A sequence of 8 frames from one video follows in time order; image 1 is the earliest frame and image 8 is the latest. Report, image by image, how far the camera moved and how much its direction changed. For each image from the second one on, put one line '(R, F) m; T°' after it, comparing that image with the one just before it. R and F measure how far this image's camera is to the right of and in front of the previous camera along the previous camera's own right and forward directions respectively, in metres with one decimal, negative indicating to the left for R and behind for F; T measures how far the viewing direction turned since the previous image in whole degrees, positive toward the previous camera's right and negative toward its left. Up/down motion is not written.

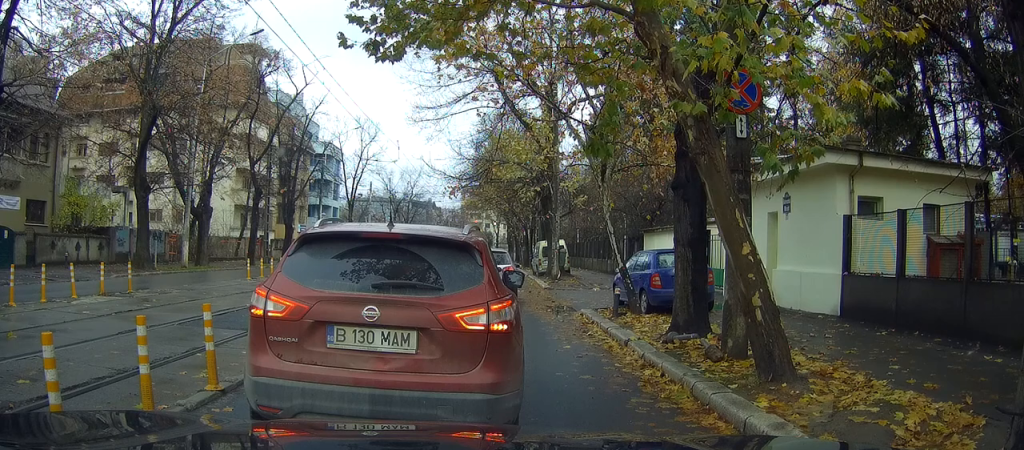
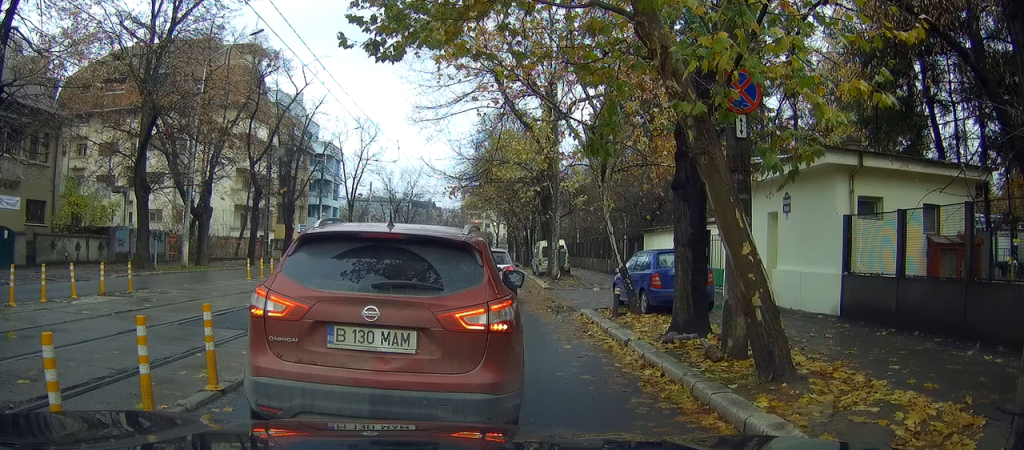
(0.0, 0.0) m; 0°
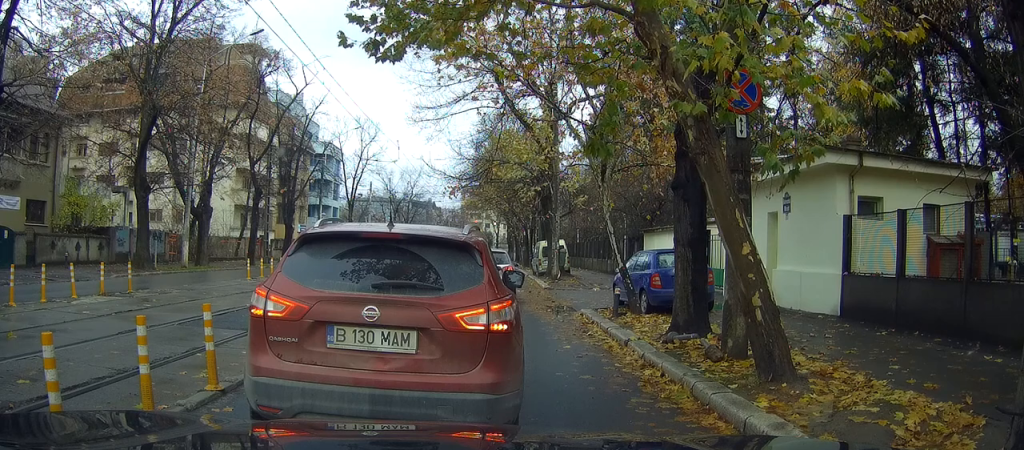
(0.0, 0.0) m; 0°
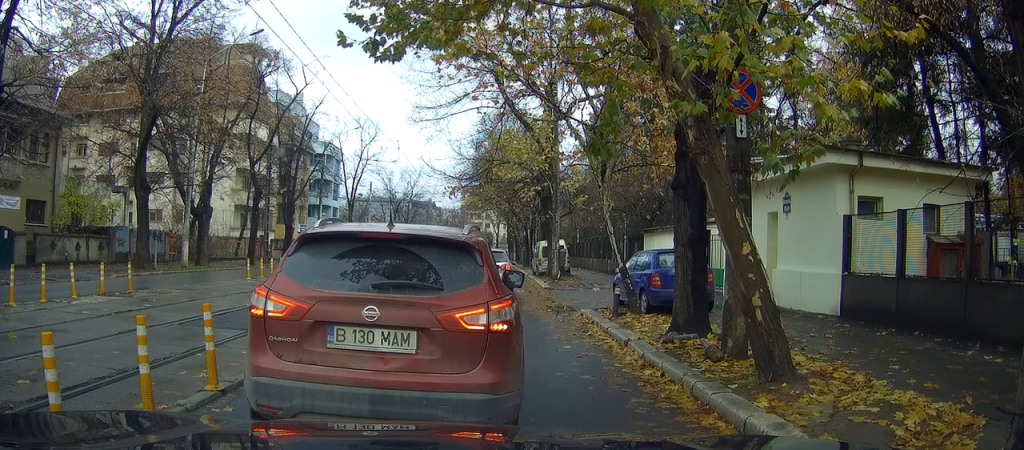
(0.0, 0.0) m; 0°
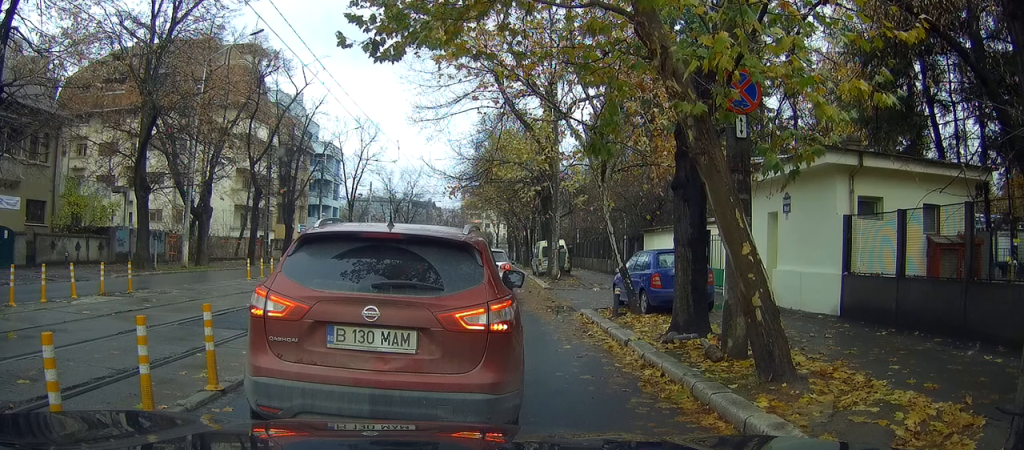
(0.0, 0.0) m; 0°
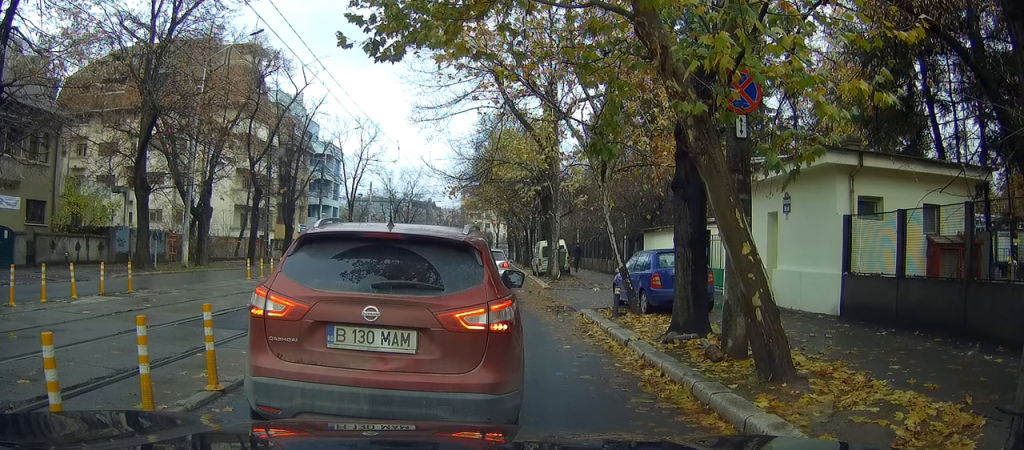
(0.0, 0.0) m; 0°
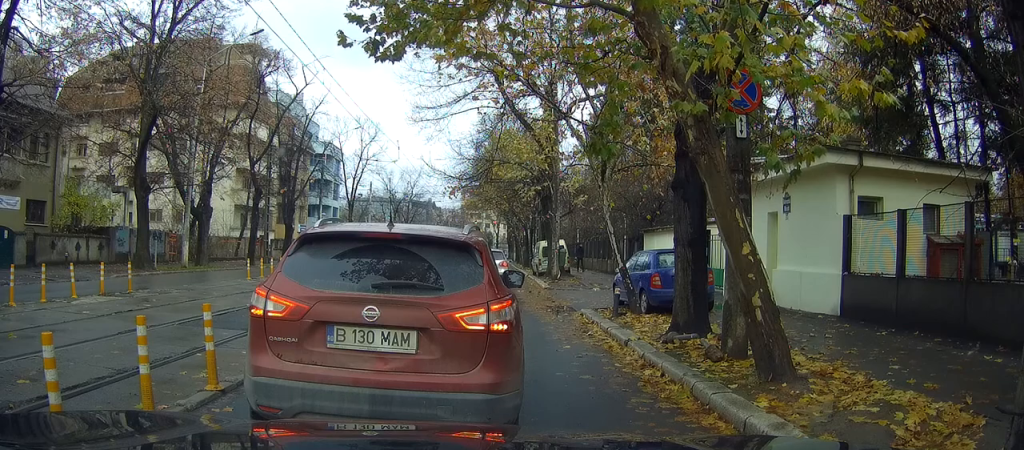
(0.0, 0.0) m; 0°
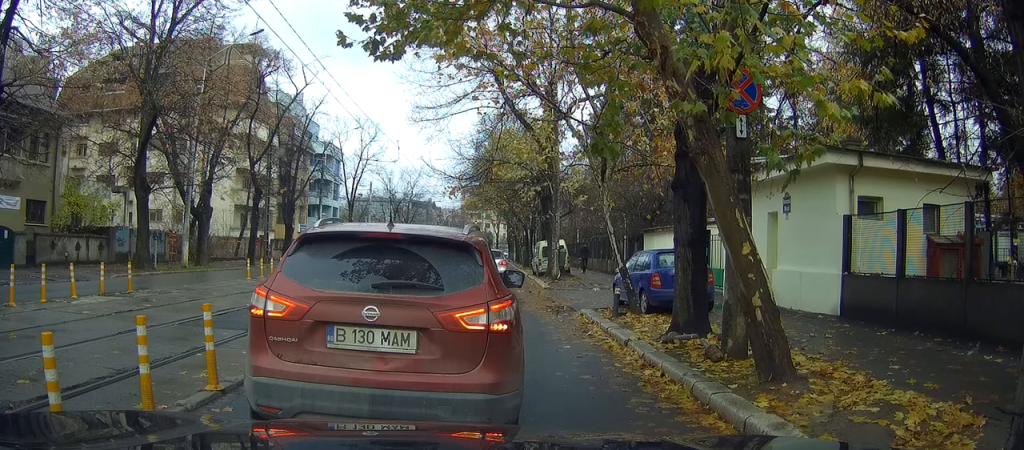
(0.0, 0.0) m; 0°
